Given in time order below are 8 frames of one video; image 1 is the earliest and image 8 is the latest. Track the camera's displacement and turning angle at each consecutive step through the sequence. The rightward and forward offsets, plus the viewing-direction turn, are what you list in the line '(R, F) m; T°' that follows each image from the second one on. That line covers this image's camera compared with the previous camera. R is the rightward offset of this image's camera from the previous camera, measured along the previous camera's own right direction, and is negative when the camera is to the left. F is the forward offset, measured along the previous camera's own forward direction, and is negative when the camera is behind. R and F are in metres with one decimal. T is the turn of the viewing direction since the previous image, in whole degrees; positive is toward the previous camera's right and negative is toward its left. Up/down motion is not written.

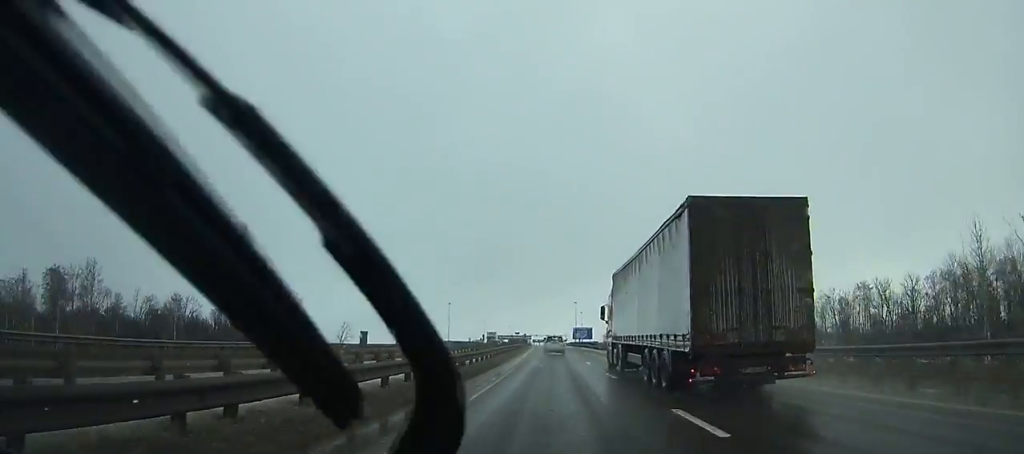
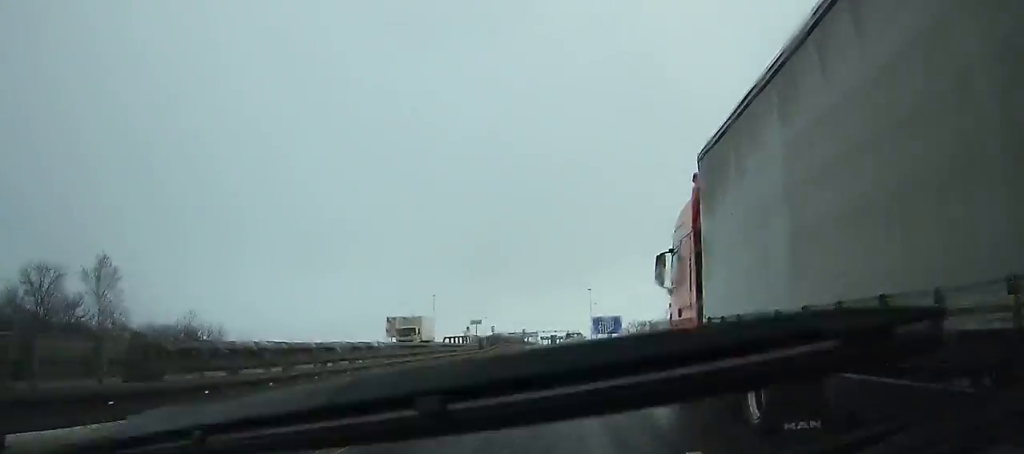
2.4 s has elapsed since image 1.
(-0.5, +62.3) m; -1°
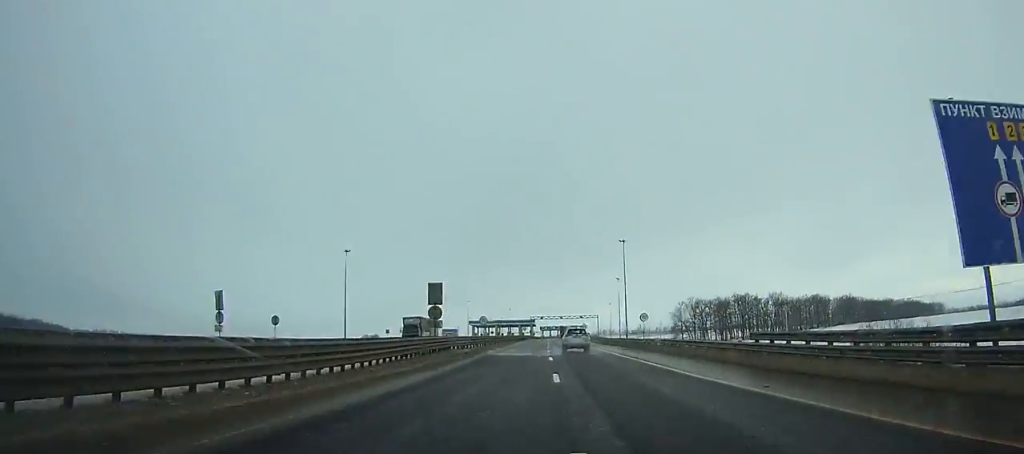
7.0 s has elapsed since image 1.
(-0.6, +115.9) m; 0°
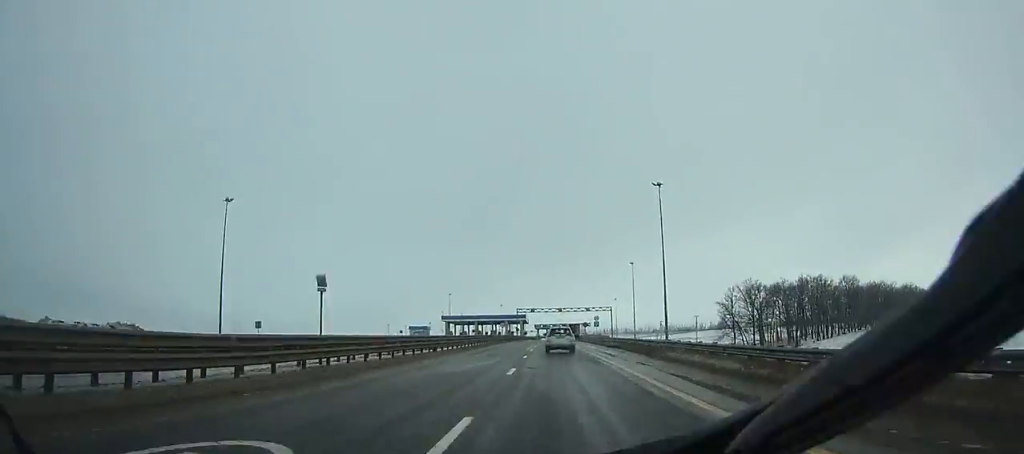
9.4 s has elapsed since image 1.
(+0.3, +55.7) m; 0°
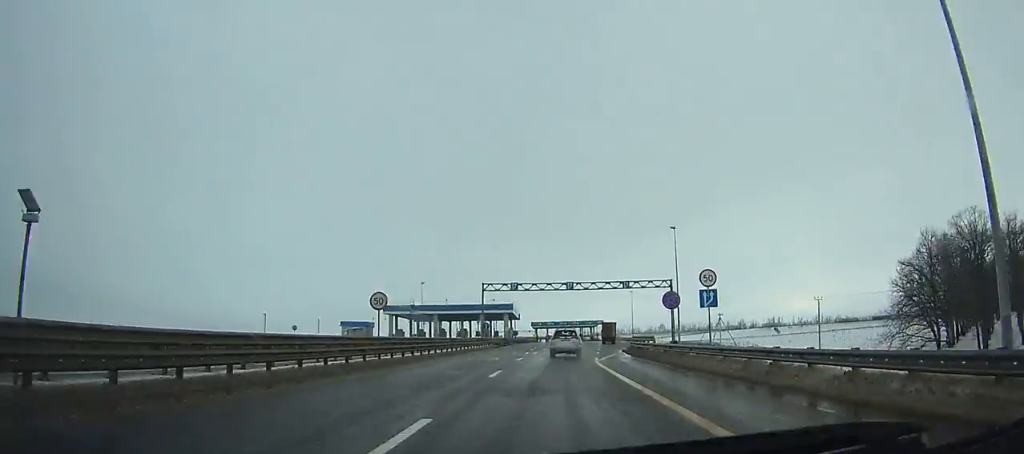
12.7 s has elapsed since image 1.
(+0.3, +70.5) m; +1°
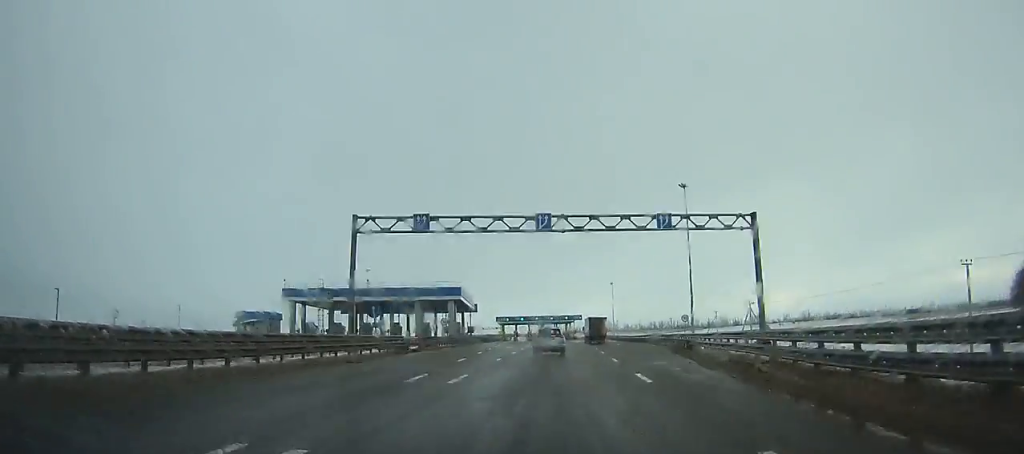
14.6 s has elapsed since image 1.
(+0.5, +36.3) m; +1°
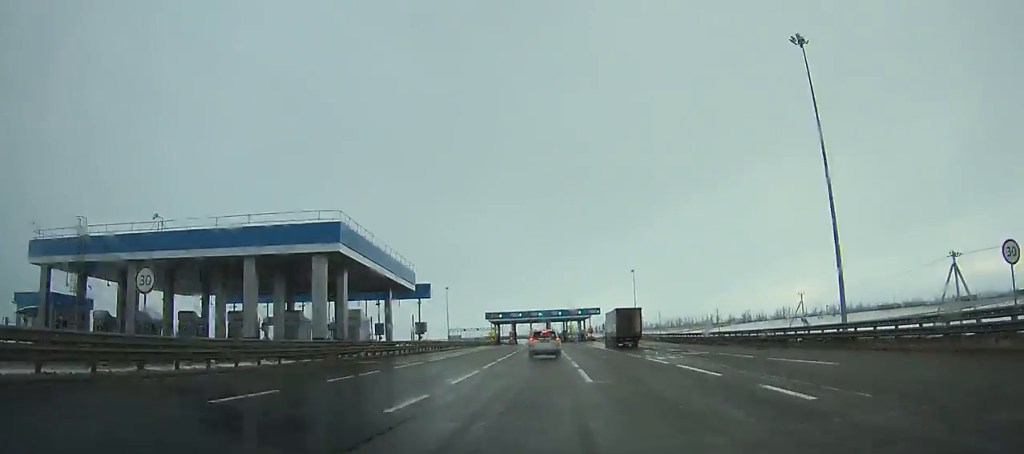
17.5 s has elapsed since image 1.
(+0.3, +50.6) m; 0°
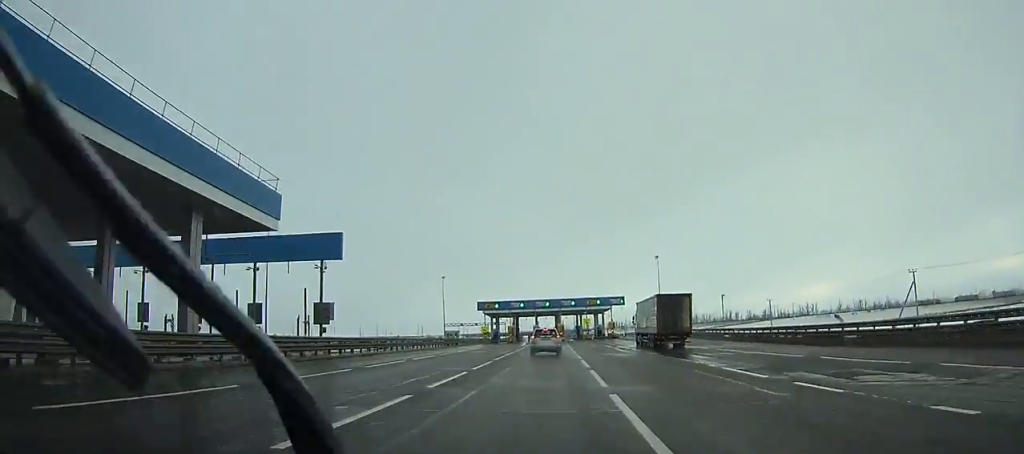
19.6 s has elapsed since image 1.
(-0.1, +32.5) m; -1°
